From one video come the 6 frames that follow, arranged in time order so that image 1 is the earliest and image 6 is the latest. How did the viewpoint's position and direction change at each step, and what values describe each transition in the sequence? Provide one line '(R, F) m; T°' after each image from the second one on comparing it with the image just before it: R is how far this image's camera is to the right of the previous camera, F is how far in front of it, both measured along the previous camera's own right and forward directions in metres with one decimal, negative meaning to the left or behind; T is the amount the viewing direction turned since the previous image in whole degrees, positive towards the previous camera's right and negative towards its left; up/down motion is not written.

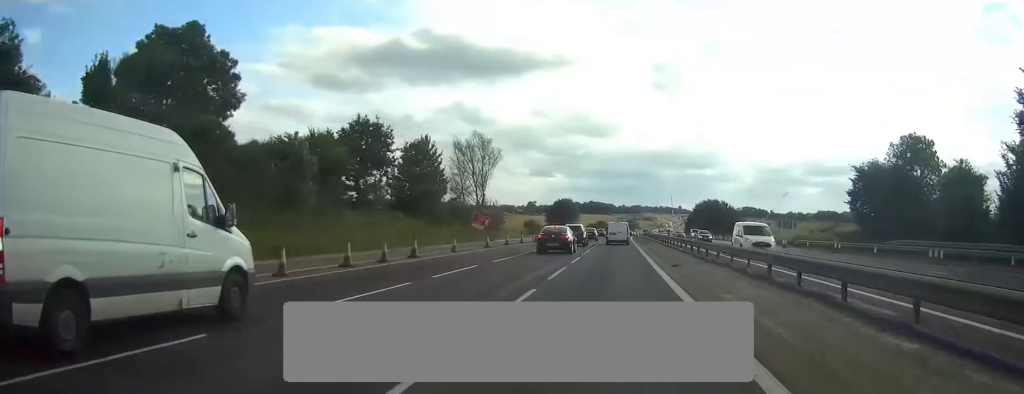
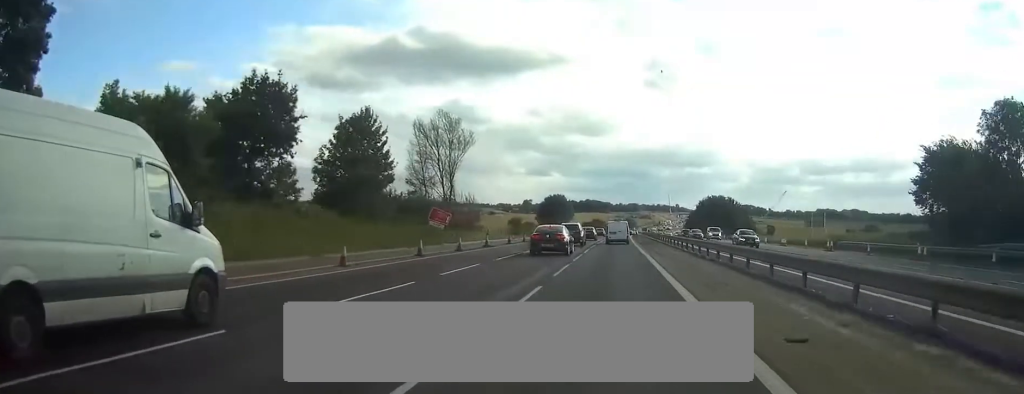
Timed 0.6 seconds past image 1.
(0.0, +16.6) m; 0°
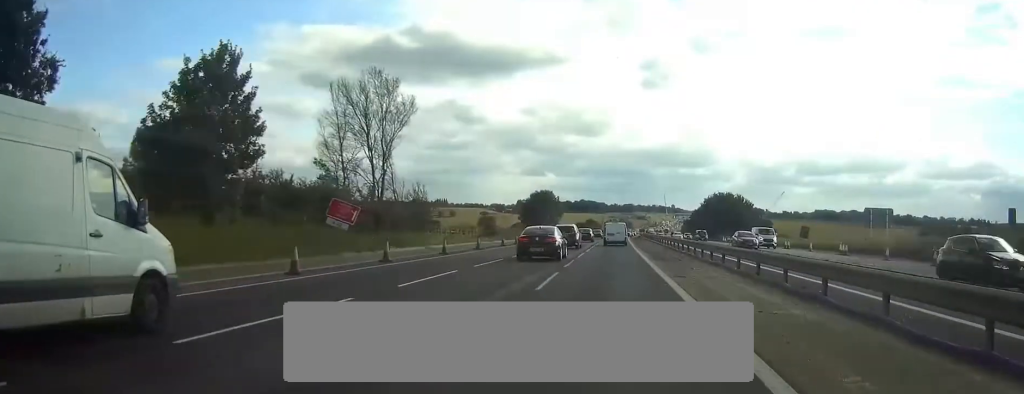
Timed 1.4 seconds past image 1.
(+0.1, +20.9) m; 0°
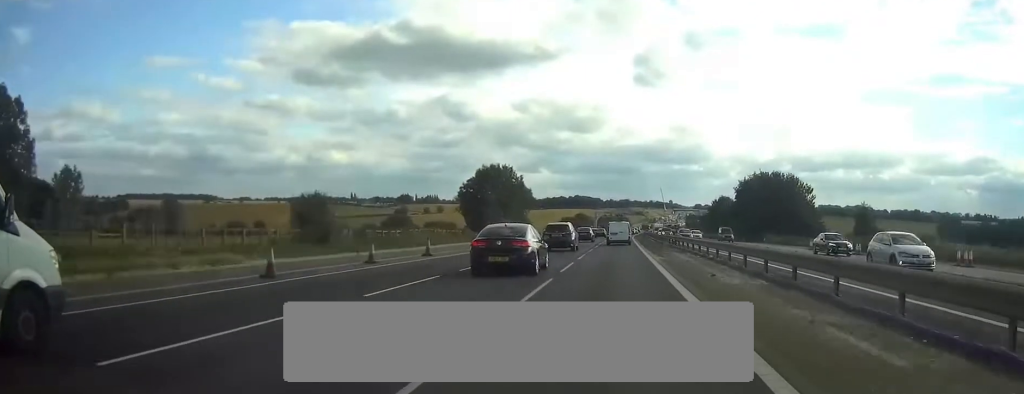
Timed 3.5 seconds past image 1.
(+0.4, +54.6) m; +1°
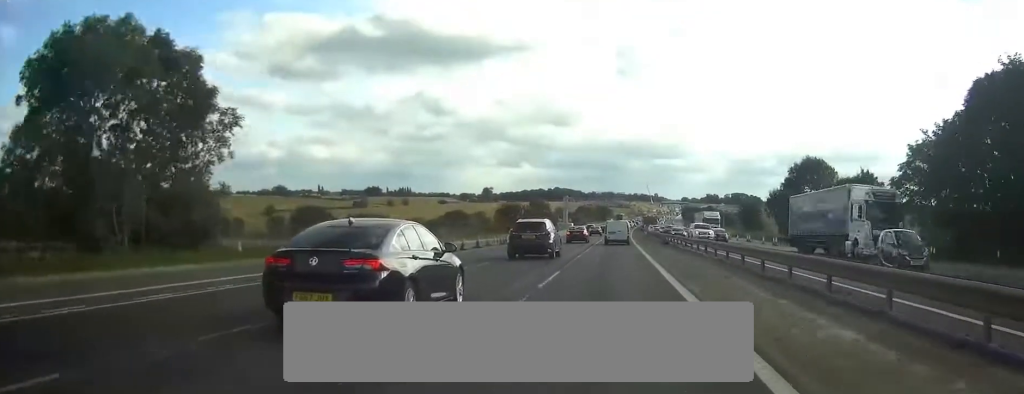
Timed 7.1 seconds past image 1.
(+1.0, +91.7) m; +1°
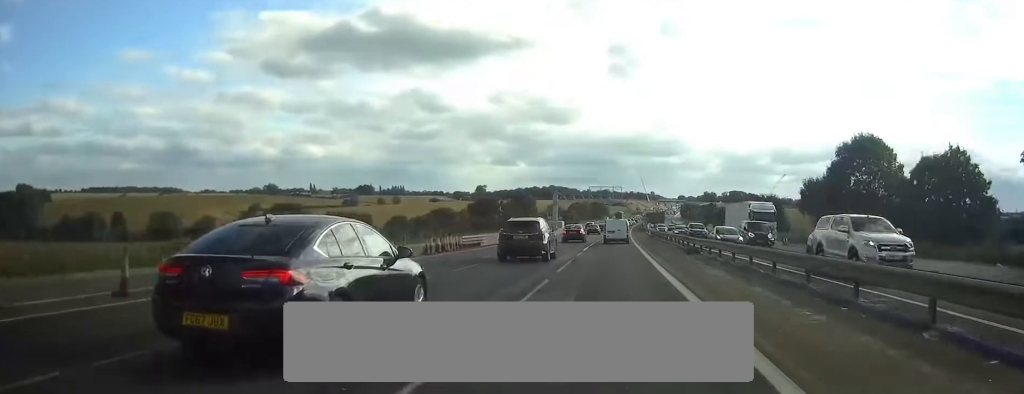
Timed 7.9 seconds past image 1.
(0.0, +20.8) m; 0°
